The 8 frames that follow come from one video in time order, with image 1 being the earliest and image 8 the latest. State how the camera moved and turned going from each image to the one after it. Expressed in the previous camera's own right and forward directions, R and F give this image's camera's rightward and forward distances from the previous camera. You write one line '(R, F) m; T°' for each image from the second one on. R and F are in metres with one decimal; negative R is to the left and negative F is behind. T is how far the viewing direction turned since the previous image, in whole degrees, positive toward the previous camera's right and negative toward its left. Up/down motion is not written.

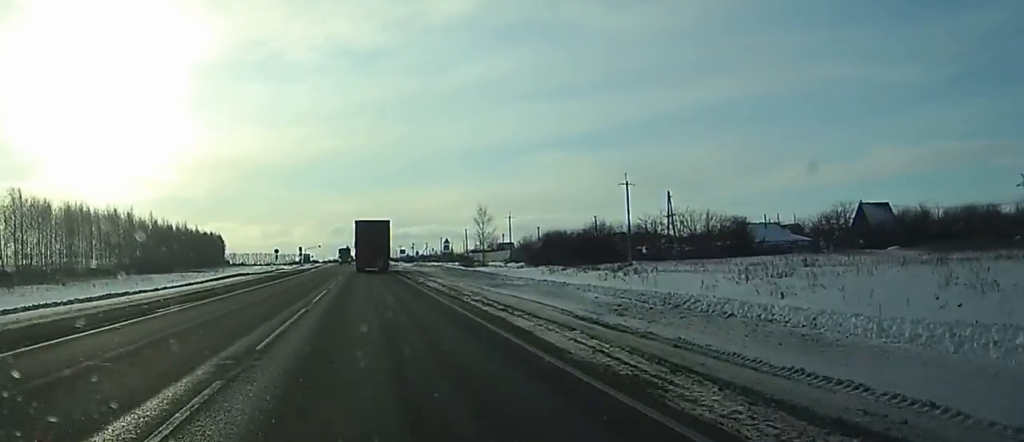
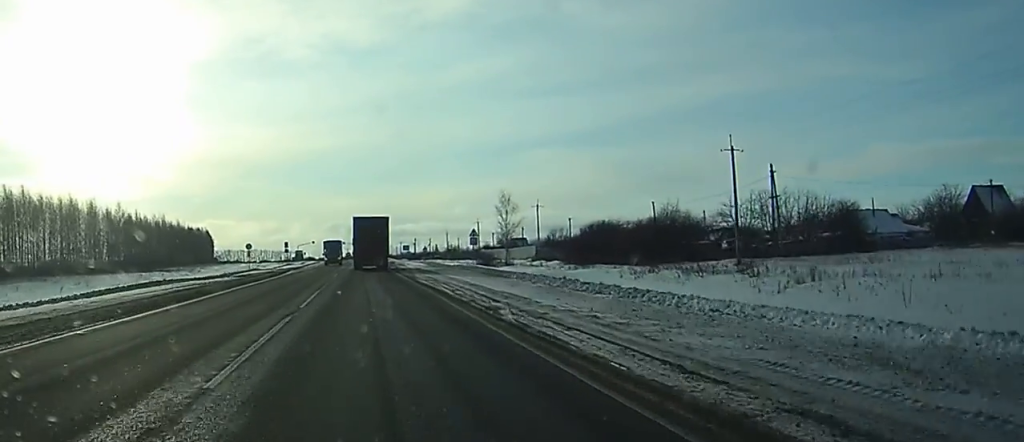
(+0.1, +28.1) m; 0°
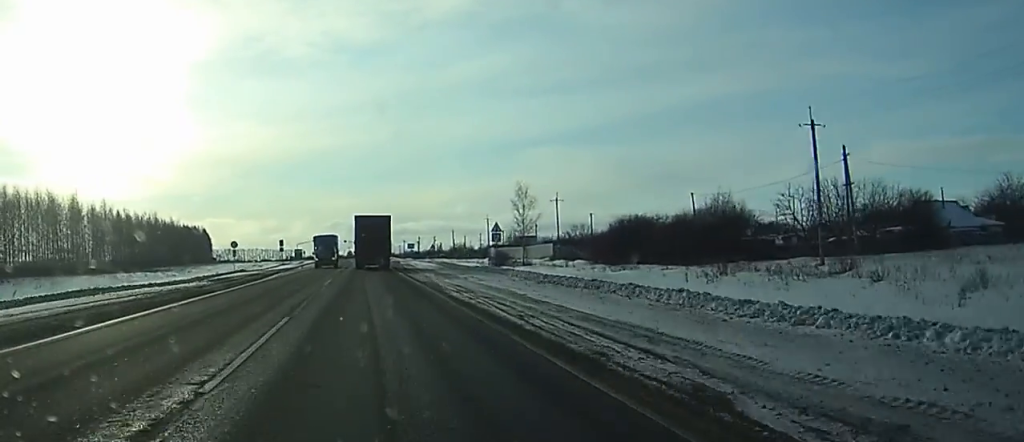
(0.0, +12.3) m; 0°
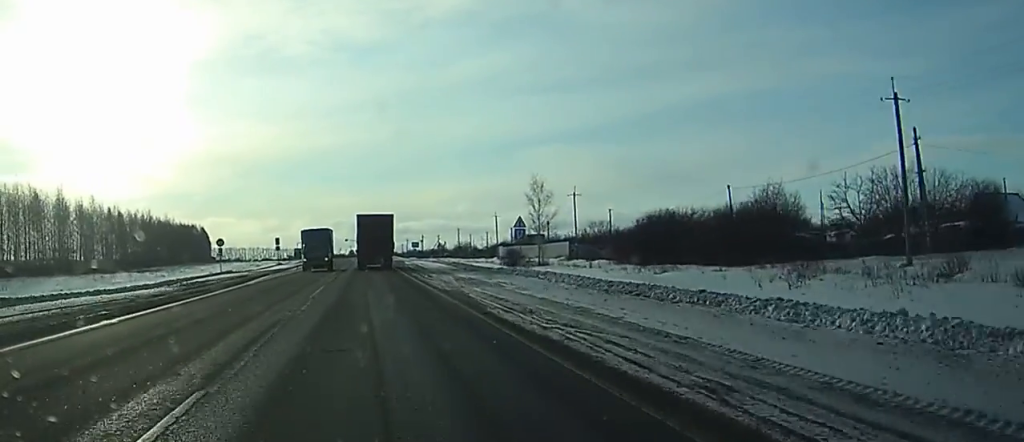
(0.0, +9.2) m; 0°
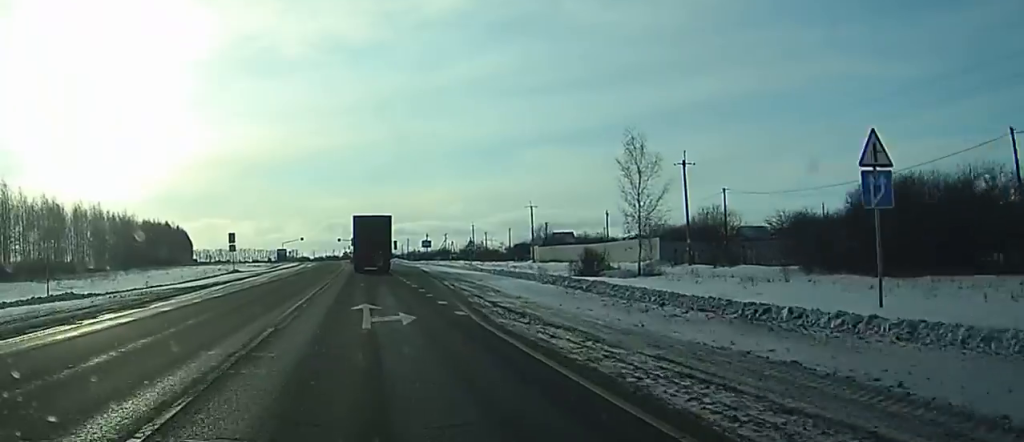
(-0.1, +41.1) m; 0°
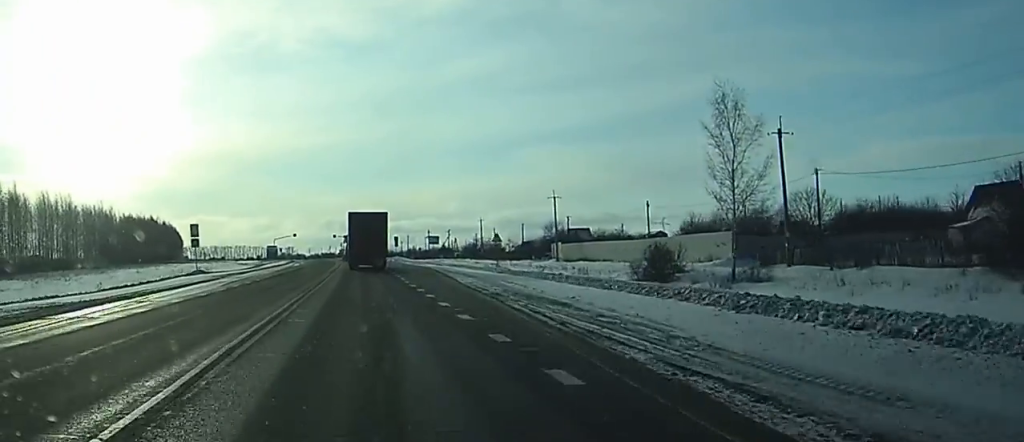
(0.0, +18.1) m; 0°
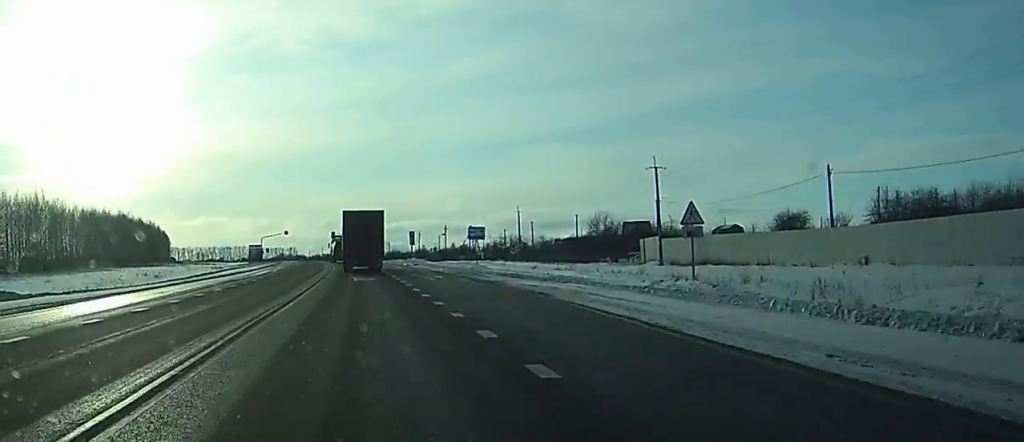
(+0.1, +39.6) m; 0°
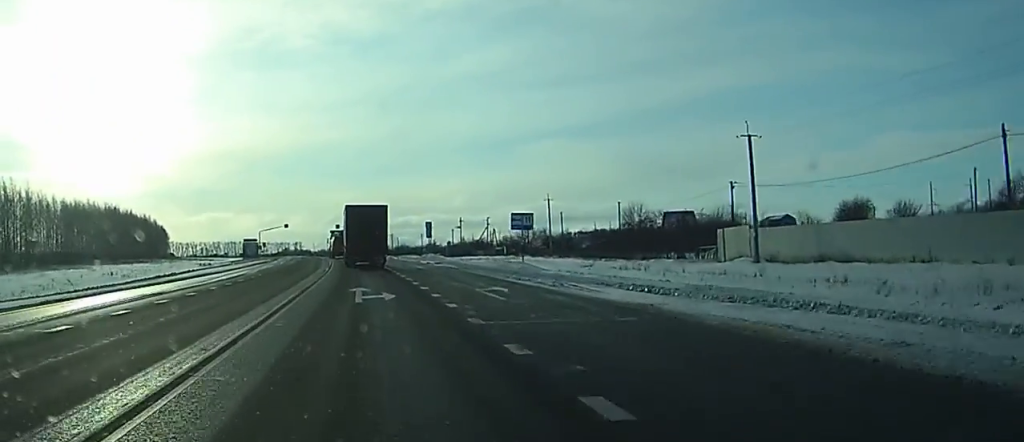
(0.0, +18.5) m; 0°
